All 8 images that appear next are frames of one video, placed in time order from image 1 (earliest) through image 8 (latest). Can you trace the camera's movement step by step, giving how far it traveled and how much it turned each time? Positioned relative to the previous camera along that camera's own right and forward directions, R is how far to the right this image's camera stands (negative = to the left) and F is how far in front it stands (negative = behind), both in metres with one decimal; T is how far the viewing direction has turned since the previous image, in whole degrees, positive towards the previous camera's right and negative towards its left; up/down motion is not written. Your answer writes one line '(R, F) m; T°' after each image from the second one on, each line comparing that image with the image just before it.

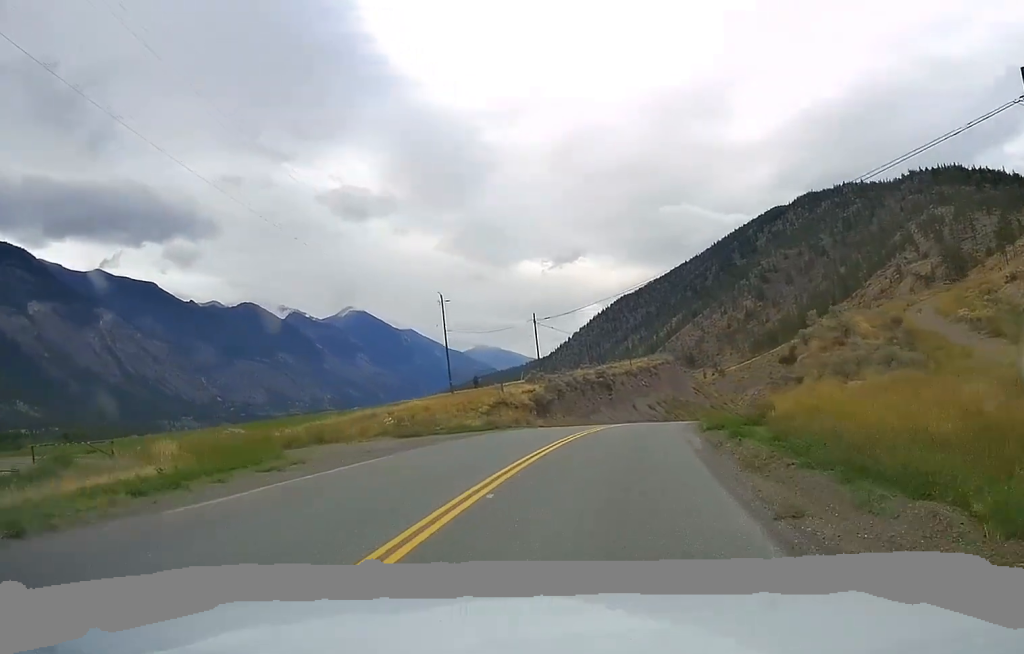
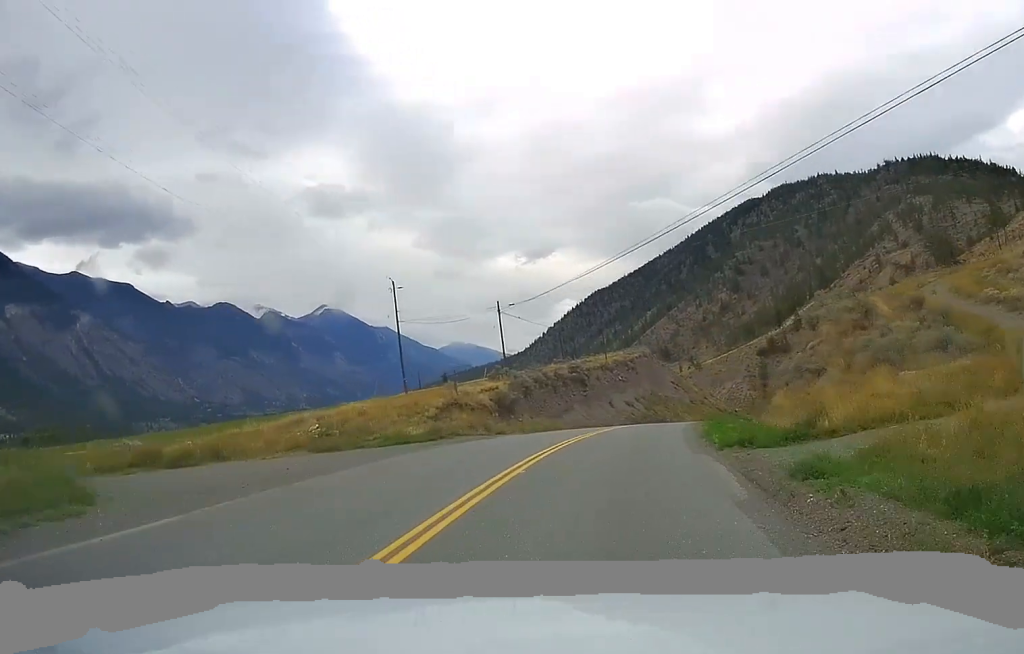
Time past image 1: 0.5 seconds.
(+0.1, +8.8) m; +1°
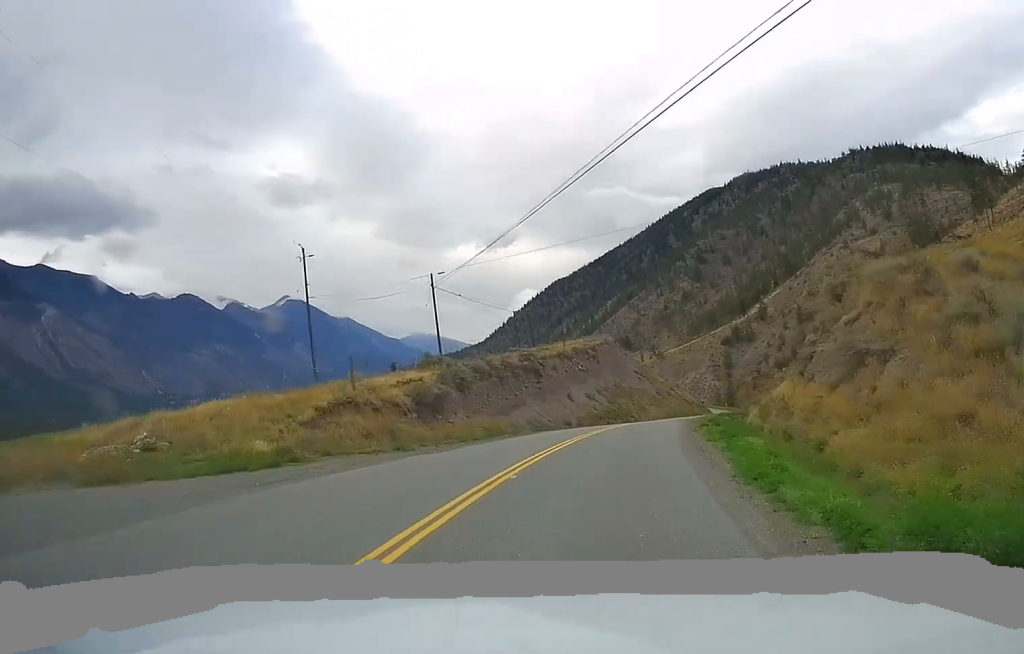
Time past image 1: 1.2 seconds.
(-0.1, +12.9) m; +3°
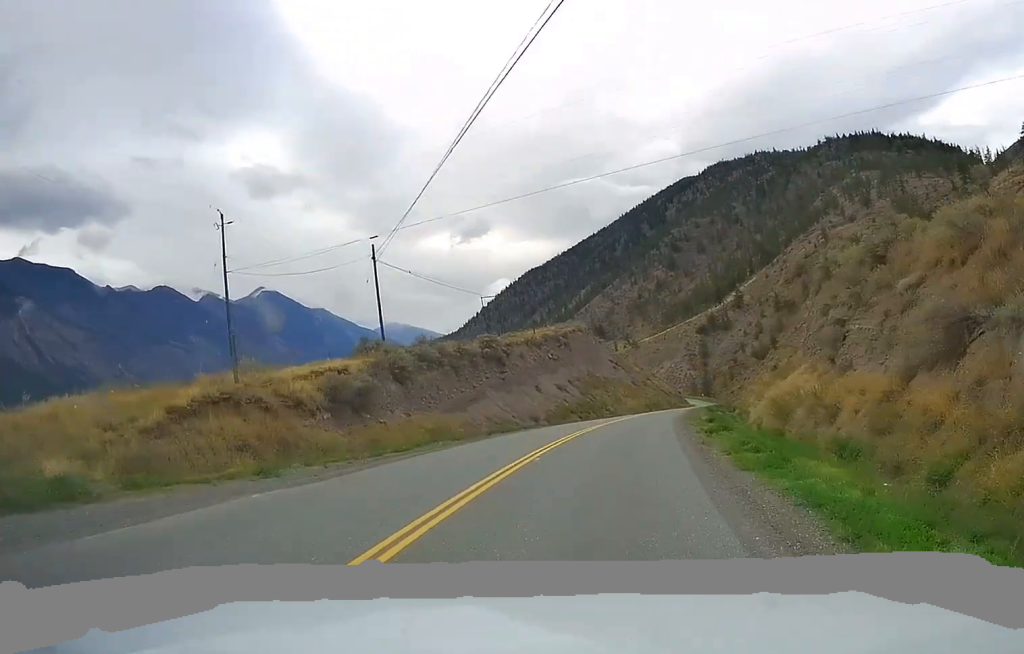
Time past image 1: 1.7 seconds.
(+0.4, +9.2) m; +3°
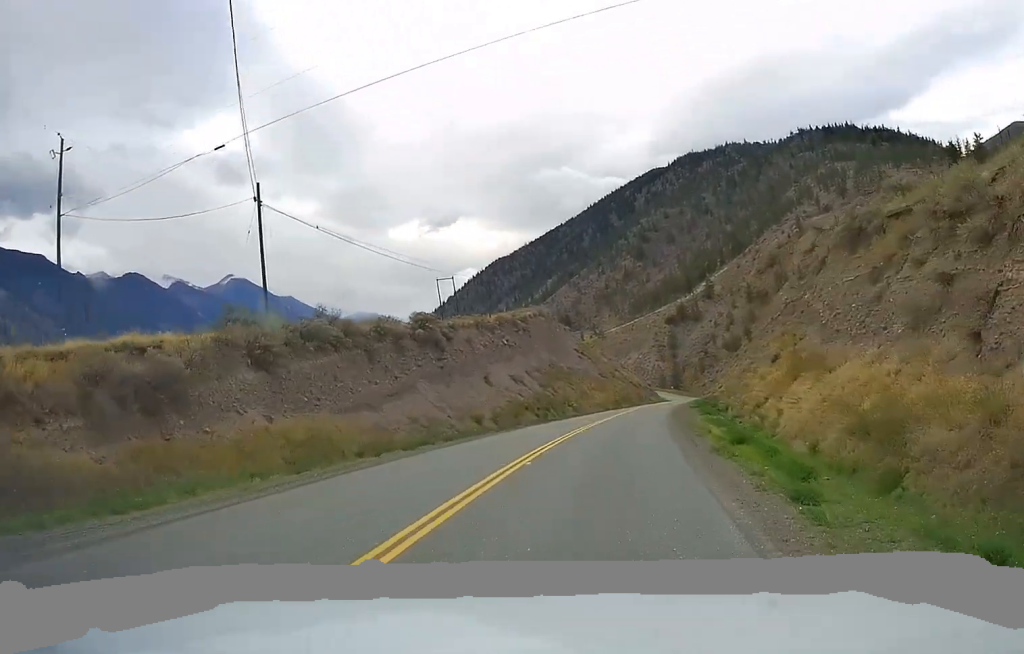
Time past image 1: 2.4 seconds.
(+0.5, +14.1) m; +5°
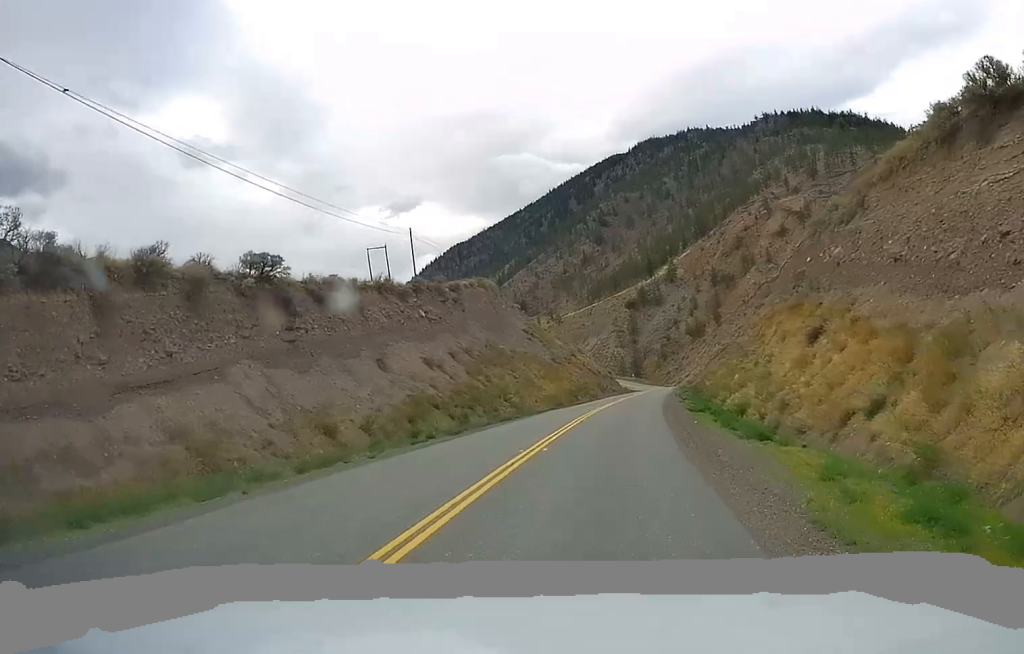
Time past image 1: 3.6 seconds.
(+0.7, +21.8) m; +1°
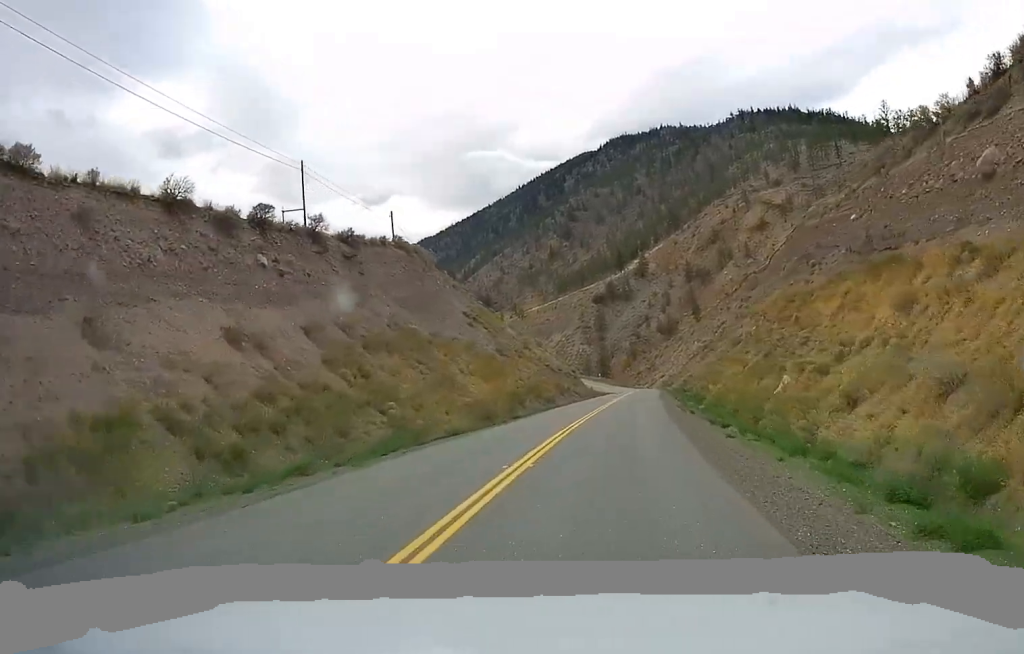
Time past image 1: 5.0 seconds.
(+0.8, +25.3) m; +4°
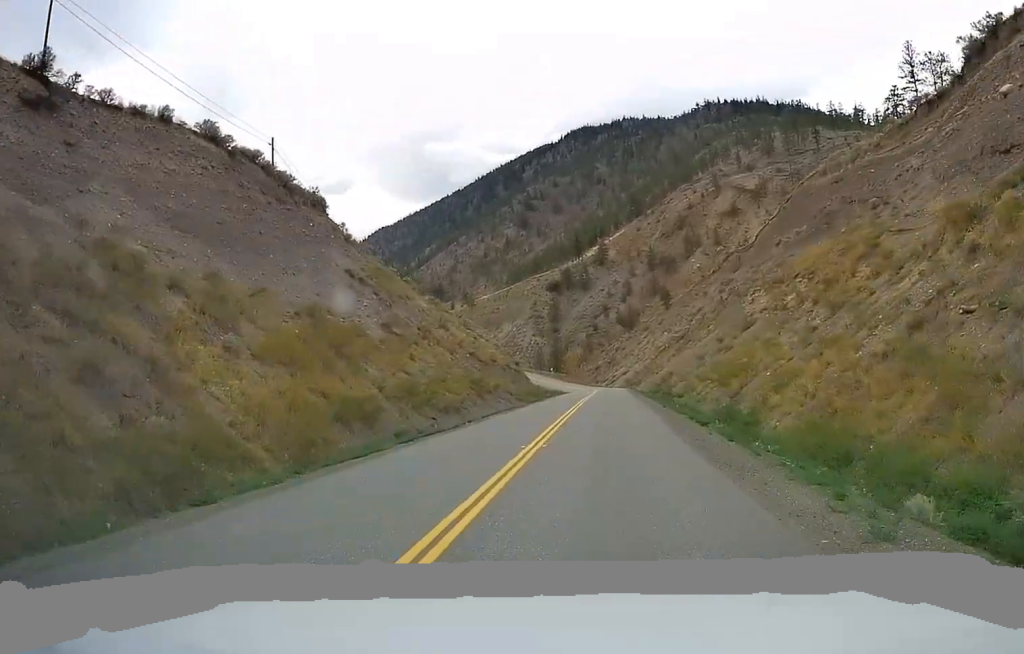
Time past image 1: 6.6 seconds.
(+0.2, +31.0) m; +2°
